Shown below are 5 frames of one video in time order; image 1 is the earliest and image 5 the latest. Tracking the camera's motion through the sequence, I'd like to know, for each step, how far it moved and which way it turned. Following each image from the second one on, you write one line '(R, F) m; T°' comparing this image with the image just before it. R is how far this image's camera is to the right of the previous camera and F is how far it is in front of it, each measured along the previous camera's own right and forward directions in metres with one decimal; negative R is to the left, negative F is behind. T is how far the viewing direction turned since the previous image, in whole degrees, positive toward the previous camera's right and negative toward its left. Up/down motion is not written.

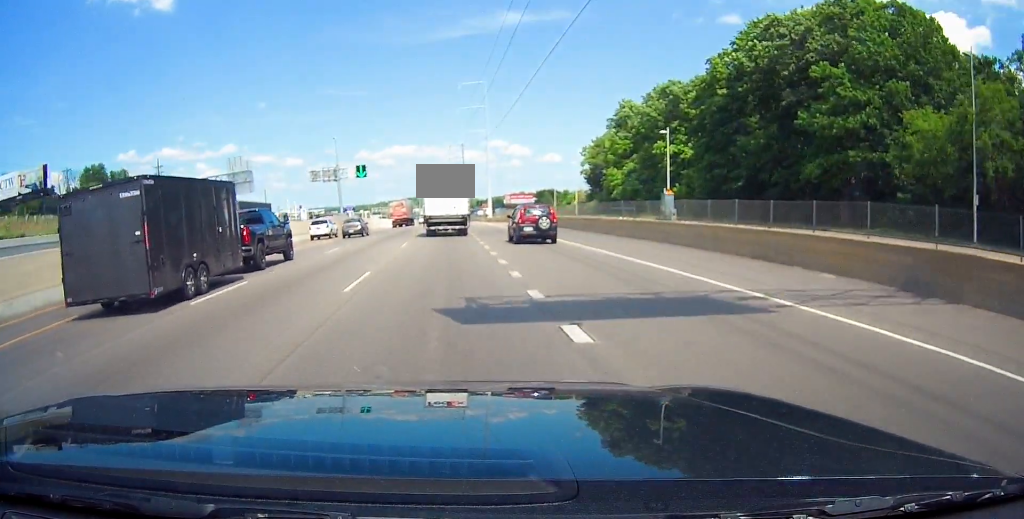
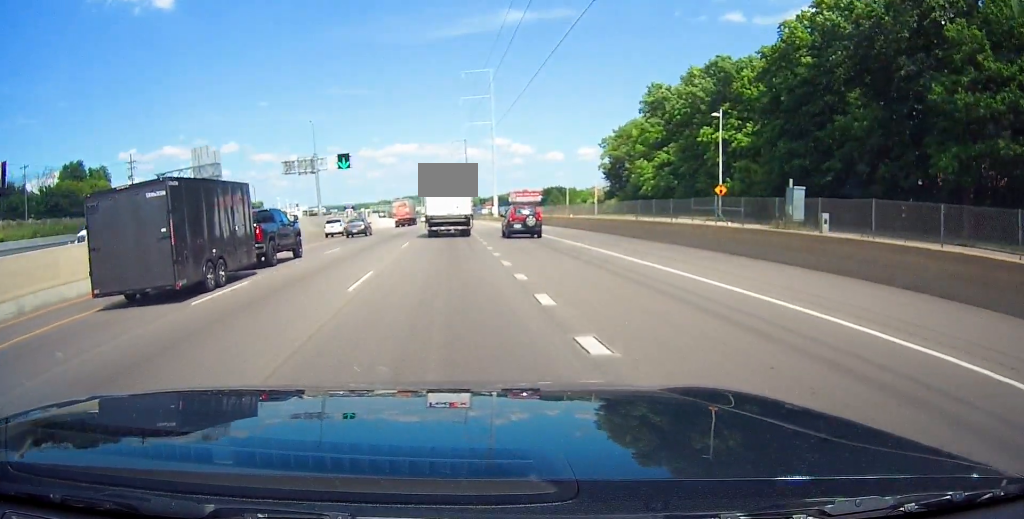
(+0.1, +15.1) m; 0°
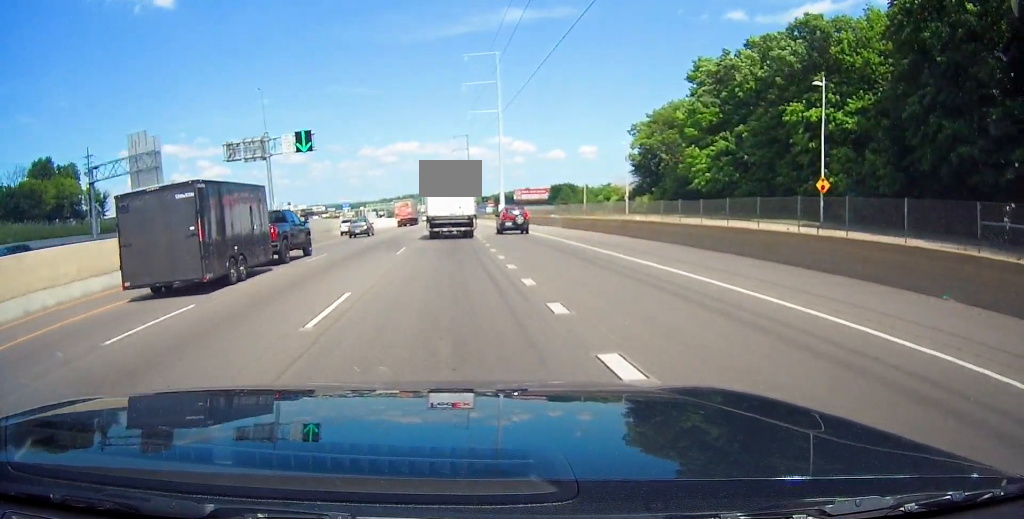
(-0.1, +19.0) m; +1°
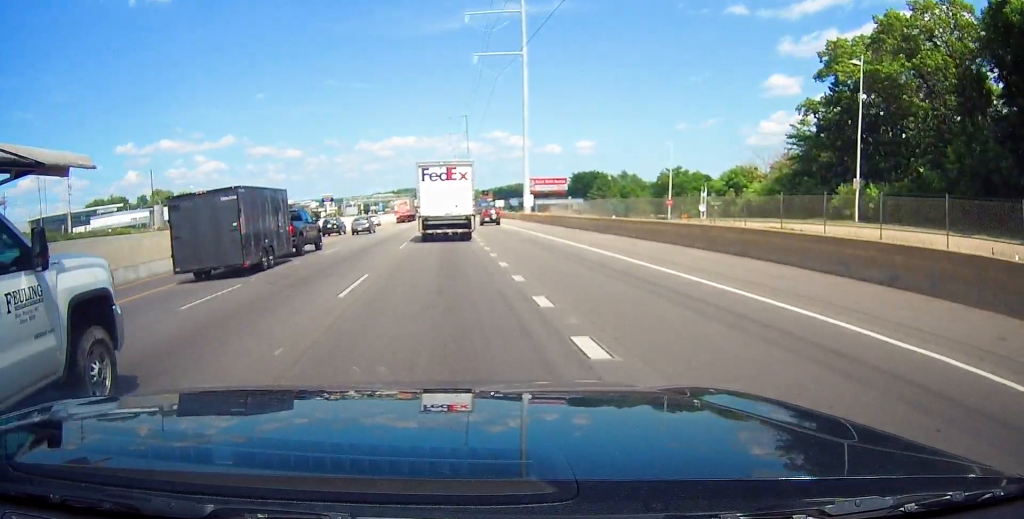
(-0.5, +56.5) m; -1°
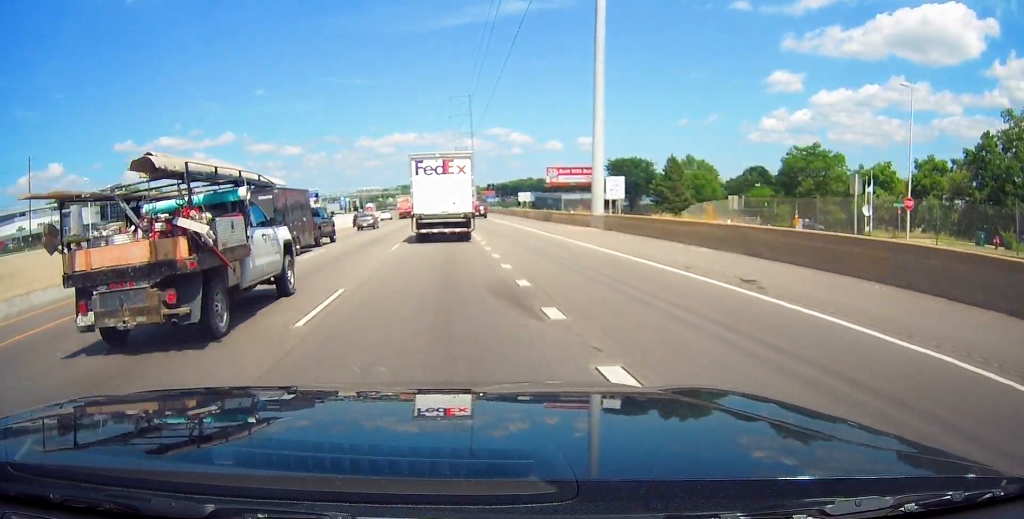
(+0.9, +47.9) m; +1°
